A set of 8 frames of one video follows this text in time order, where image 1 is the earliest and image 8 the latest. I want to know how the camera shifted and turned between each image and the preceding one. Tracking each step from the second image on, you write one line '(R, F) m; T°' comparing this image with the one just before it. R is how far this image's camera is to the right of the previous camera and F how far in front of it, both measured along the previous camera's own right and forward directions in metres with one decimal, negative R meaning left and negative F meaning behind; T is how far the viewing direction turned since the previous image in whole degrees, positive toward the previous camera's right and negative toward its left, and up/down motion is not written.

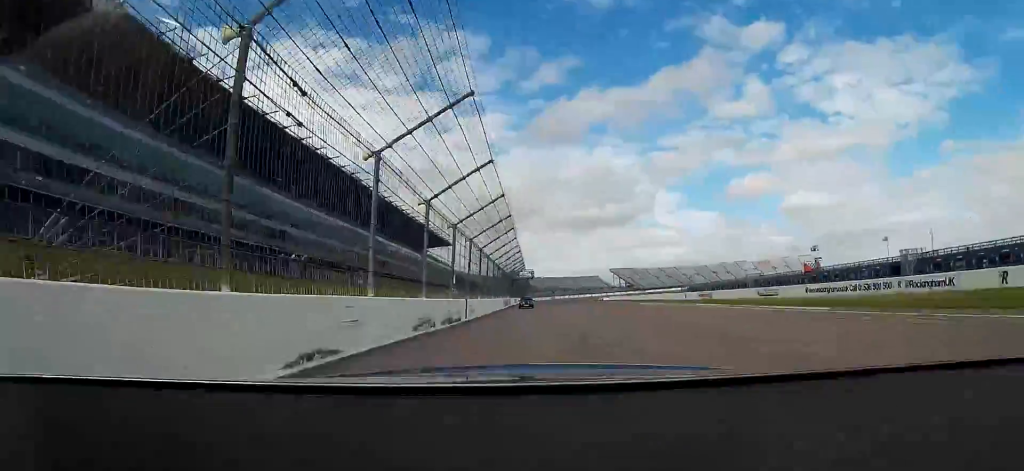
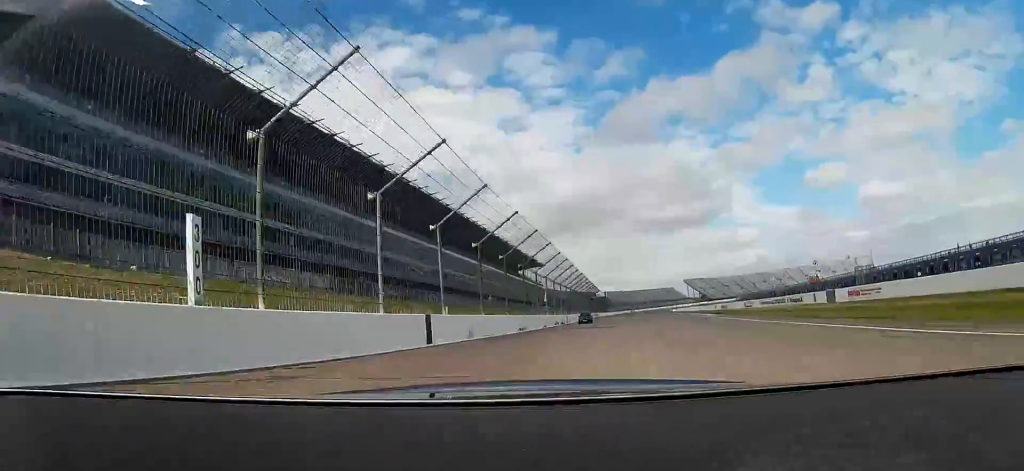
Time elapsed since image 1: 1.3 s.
(-1.6, +49.3) m; -6°
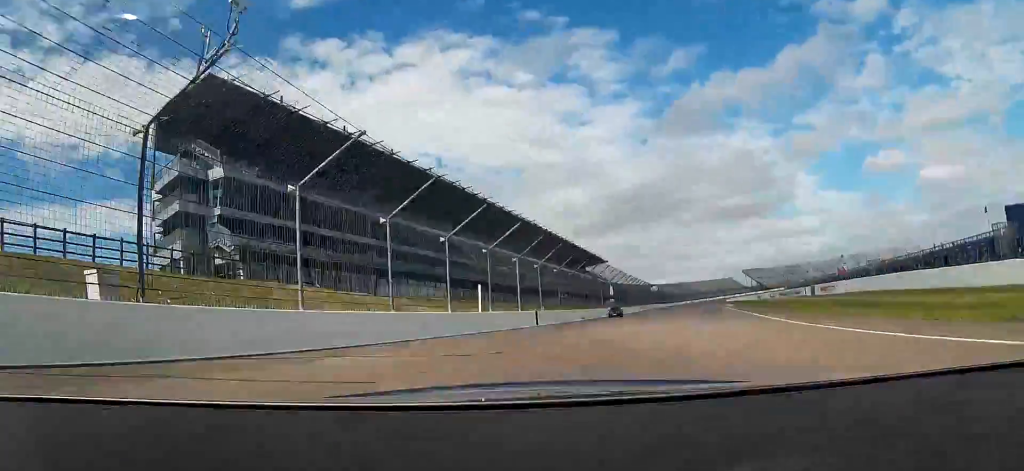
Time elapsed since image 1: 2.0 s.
(-0.5, +28.0) m; -7°
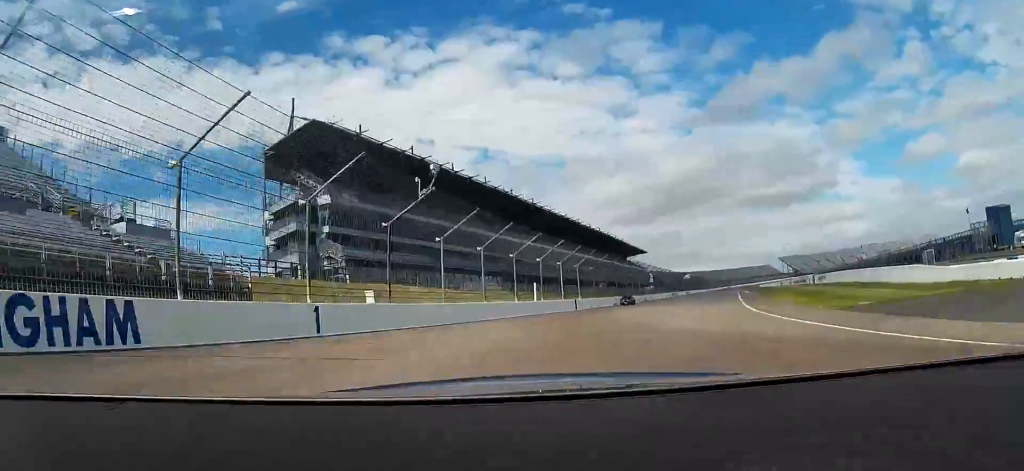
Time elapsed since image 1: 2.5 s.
(-1.6, +17.3) m; -6°
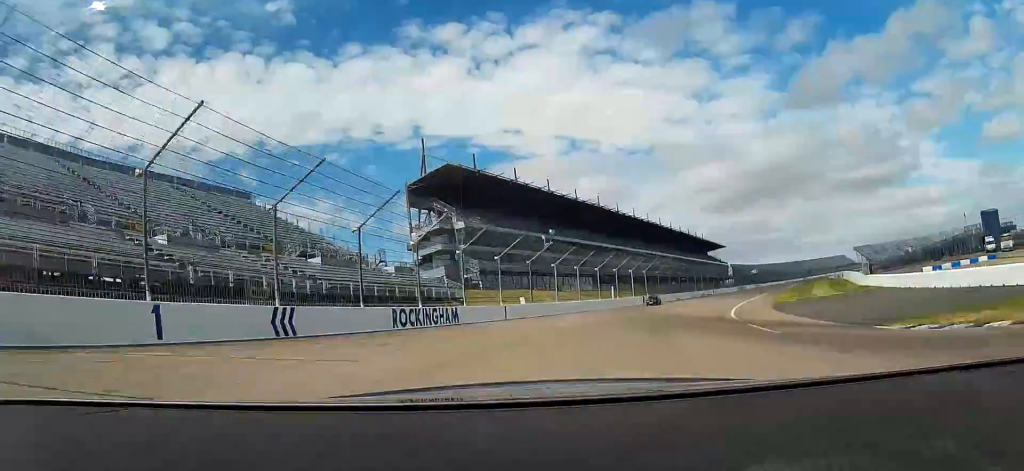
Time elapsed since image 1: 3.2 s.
(-2.1, +28.4) m; -11°
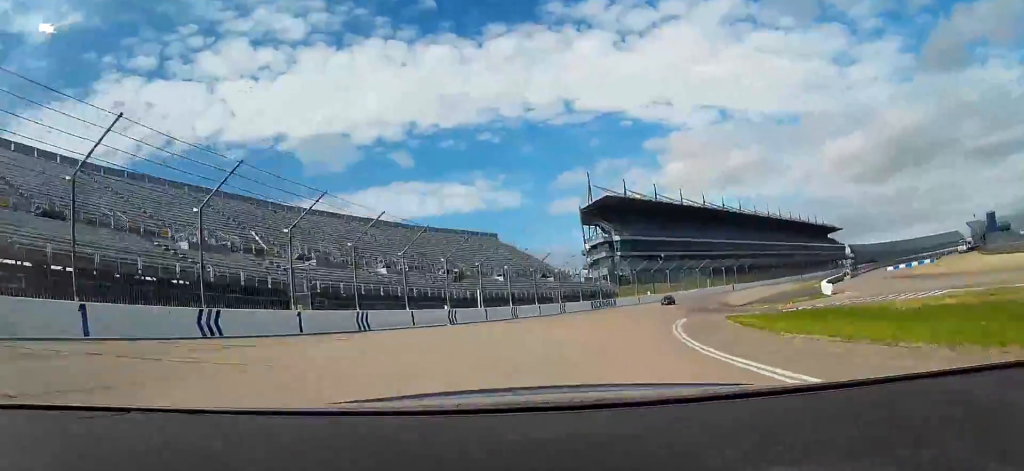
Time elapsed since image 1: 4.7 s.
(-8.6, +54.9) m; -15°
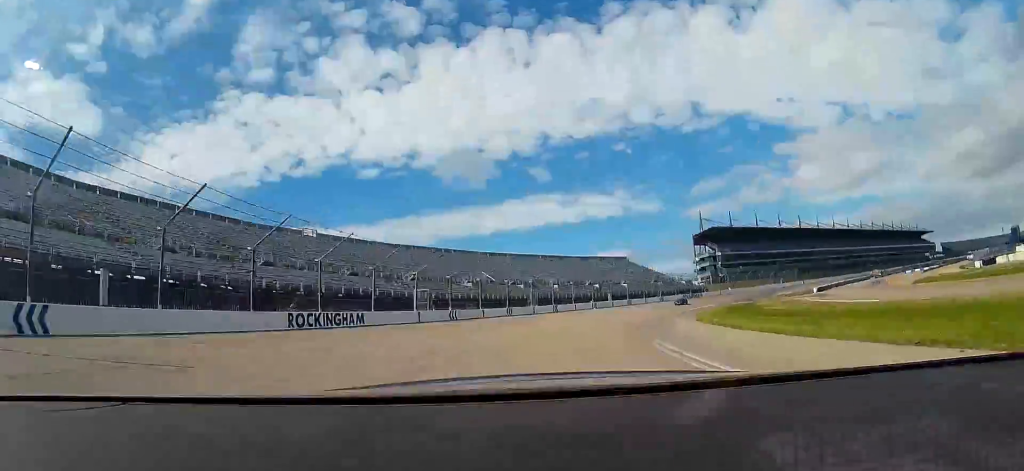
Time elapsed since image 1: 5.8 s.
(-4.5, +46.9) m; -12°
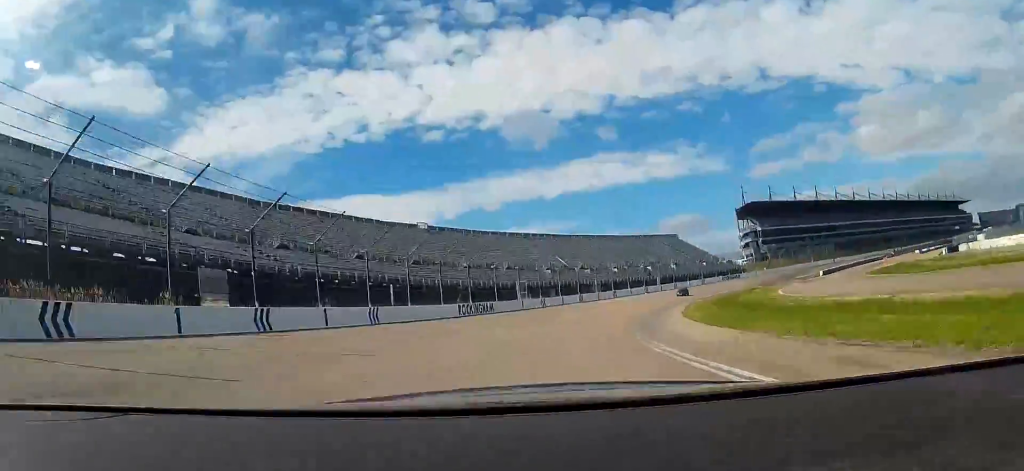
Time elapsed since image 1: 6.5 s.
(-2.2, +28.7) m; -7°
